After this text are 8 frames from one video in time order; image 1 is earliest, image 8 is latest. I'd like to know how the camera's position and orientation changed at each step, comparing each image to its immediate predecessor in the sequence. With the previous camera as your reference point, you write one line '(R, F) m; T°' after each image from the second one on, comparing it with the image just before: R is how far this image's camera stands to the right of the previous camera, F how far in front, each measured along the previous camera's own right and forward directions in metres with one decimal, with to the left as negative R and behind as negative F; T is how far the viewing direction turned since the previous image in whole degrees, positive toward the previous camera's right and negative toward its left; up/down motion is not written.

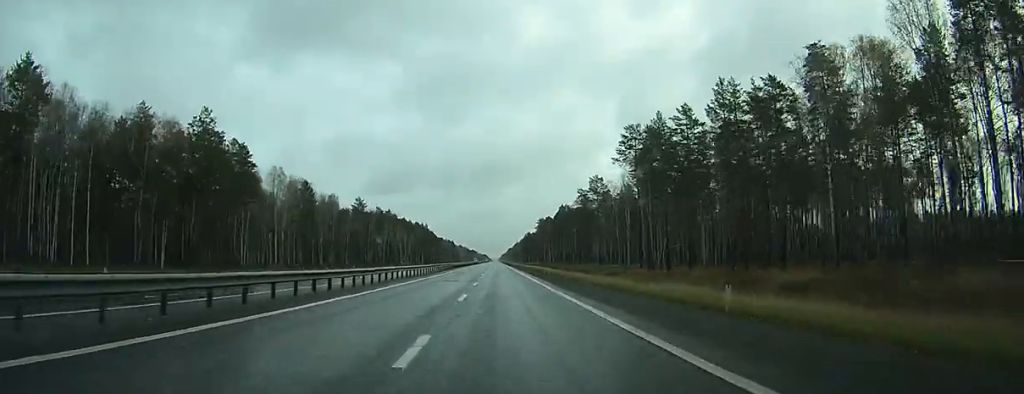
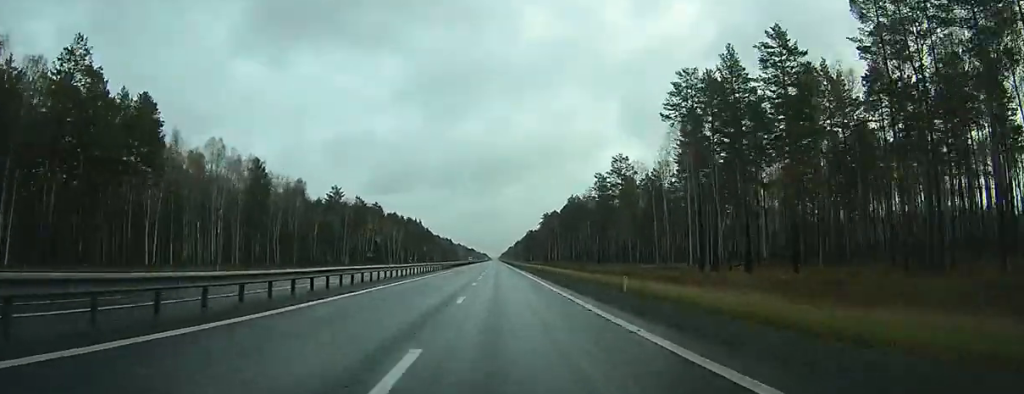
(-0.1, +36.5) m; 0°
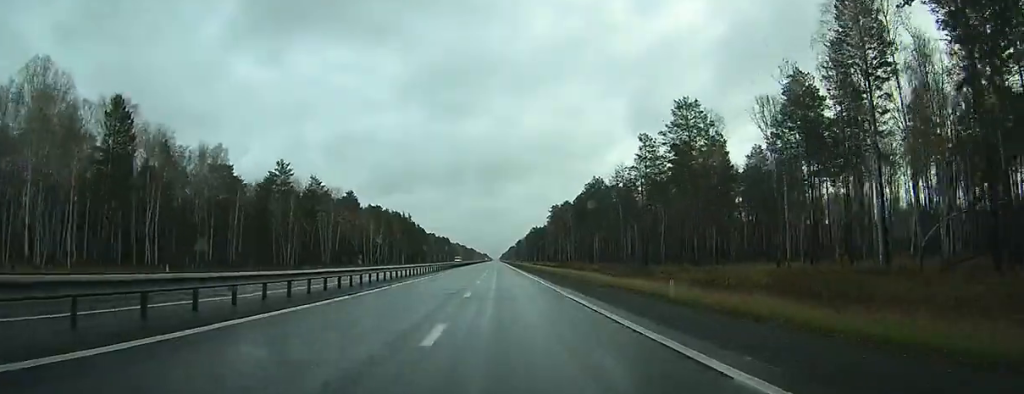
(-0.1, +55.9) m; 0°
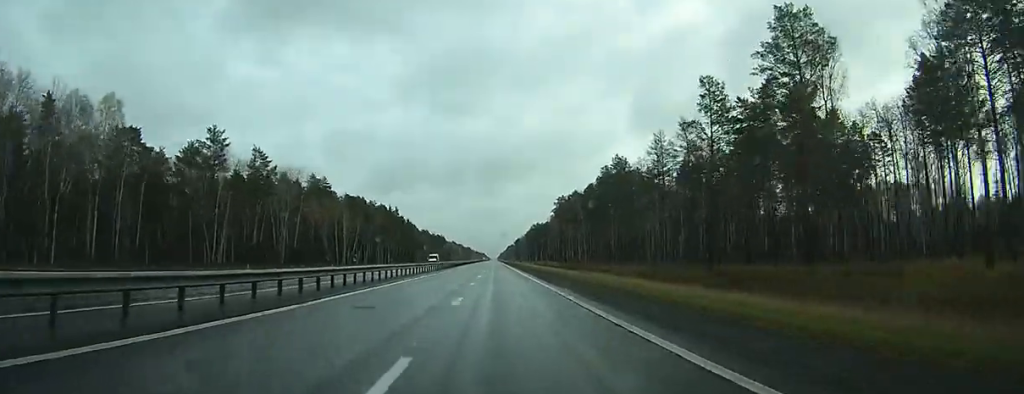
(0.0, +41.5) m; 0°
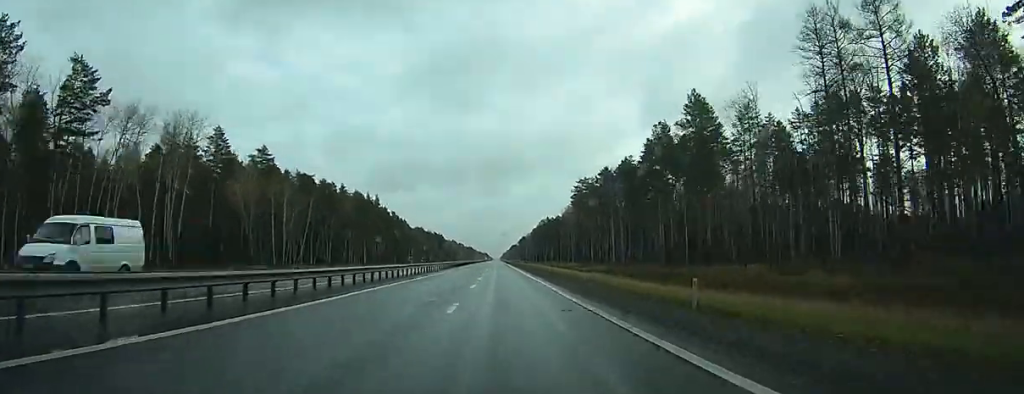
(+0.3, +63.8) m; 0°
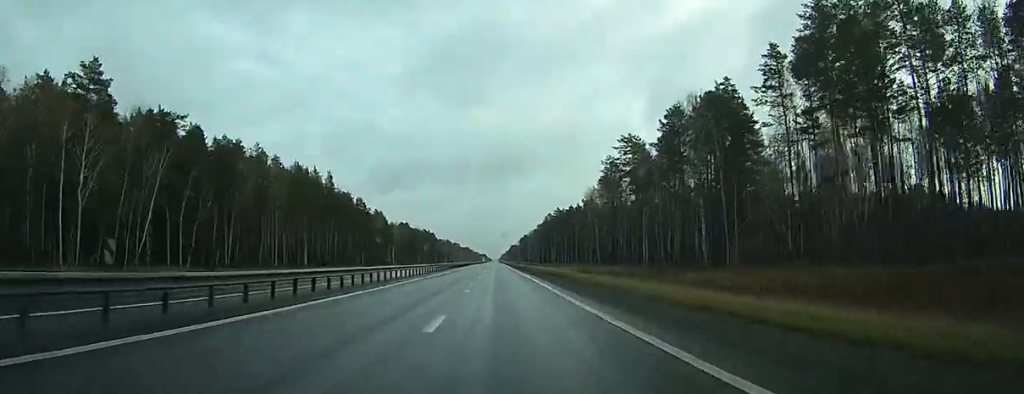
(-0.2, +73.9) m; 0°
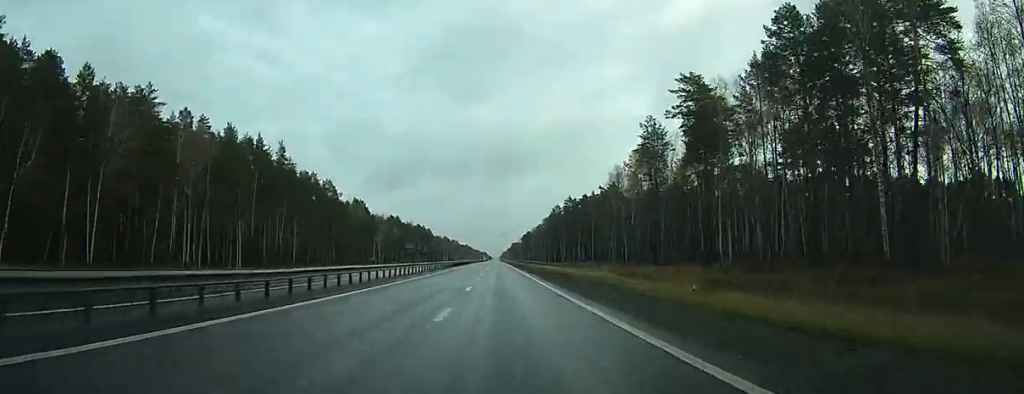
(-0.1, +44.1) m; 0°
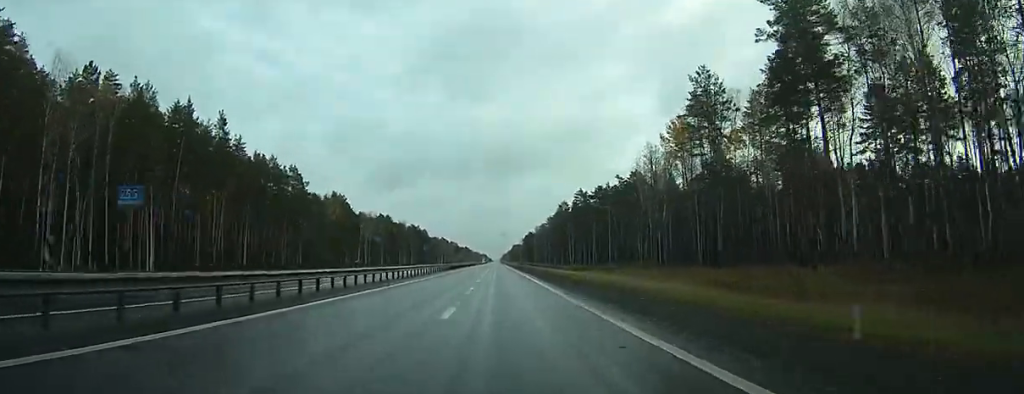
(0.0, +34.4) m; 0°
